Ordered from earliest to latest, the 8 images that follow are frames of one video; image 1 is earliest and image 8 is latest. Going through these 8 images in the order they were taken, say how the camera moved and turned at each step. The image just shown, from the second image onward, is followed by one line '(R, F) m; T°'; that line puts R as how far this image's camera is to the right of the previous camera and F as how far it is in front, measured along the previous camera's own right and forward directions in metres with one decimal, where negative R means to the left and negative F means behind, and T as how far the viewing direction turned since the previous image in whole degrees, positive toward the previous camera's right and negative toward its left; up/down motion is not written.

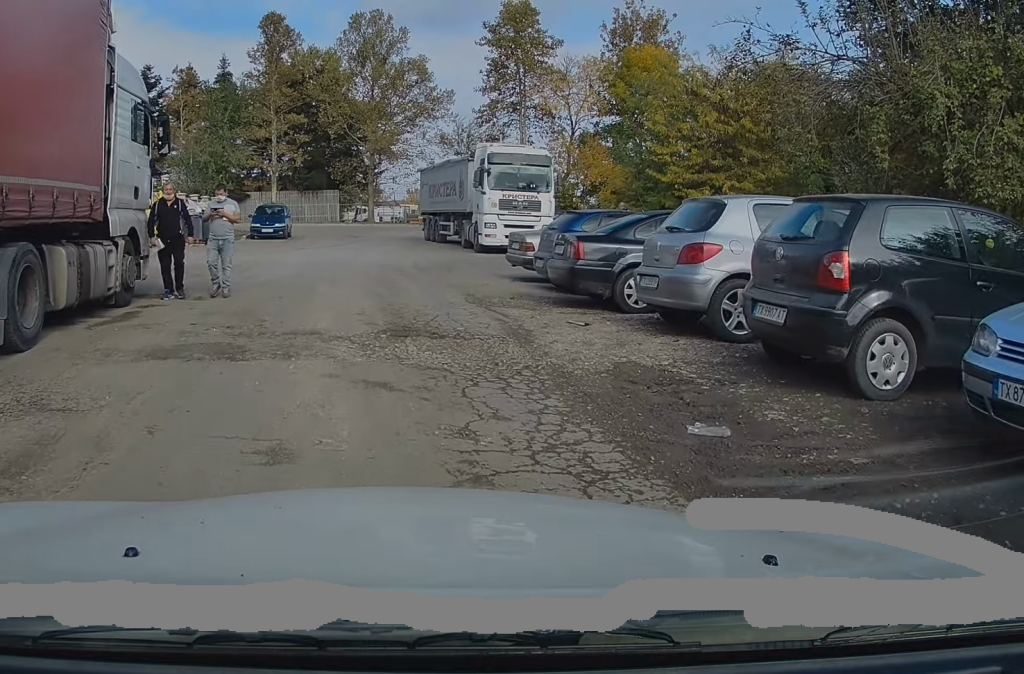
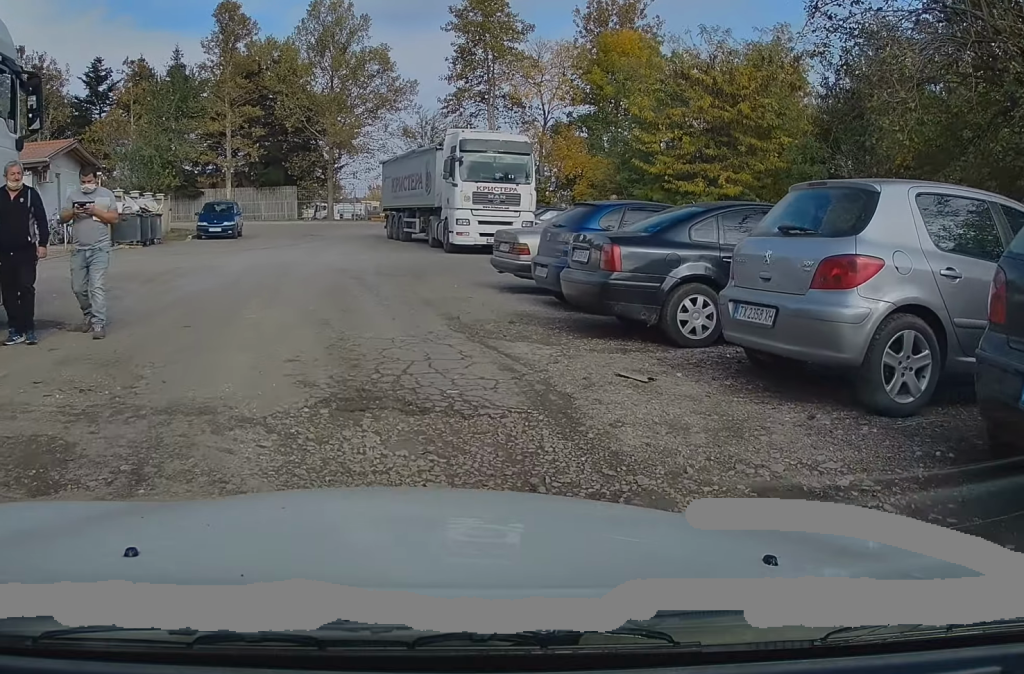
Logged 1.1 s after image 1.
(-0.1, +3.5) m; -1°
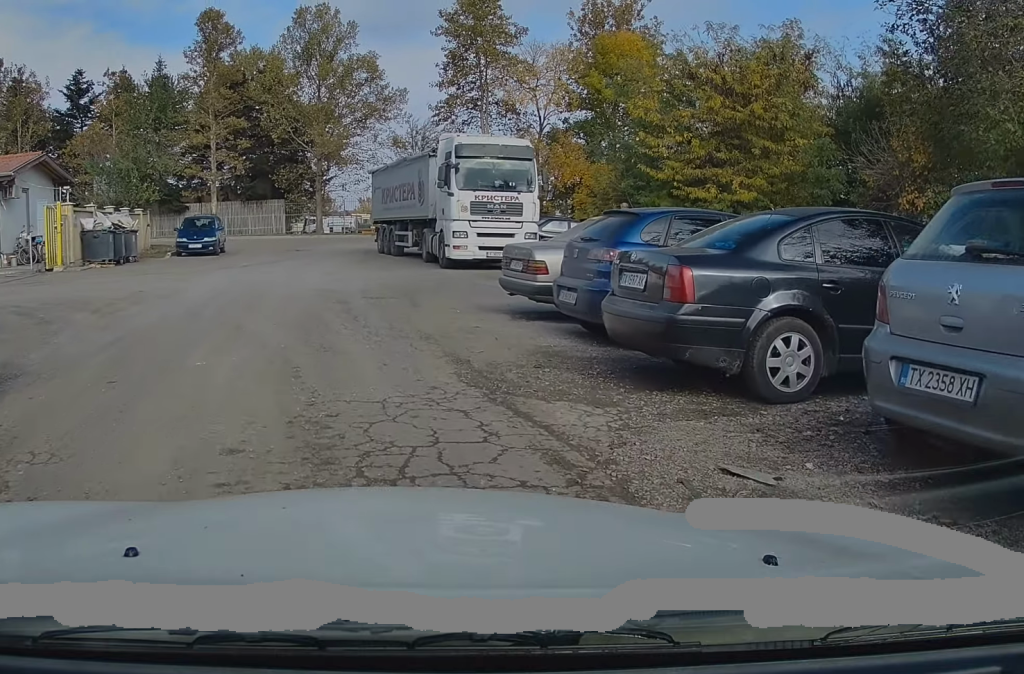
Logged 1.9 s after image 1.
(0.0, +2.1) m; +2°
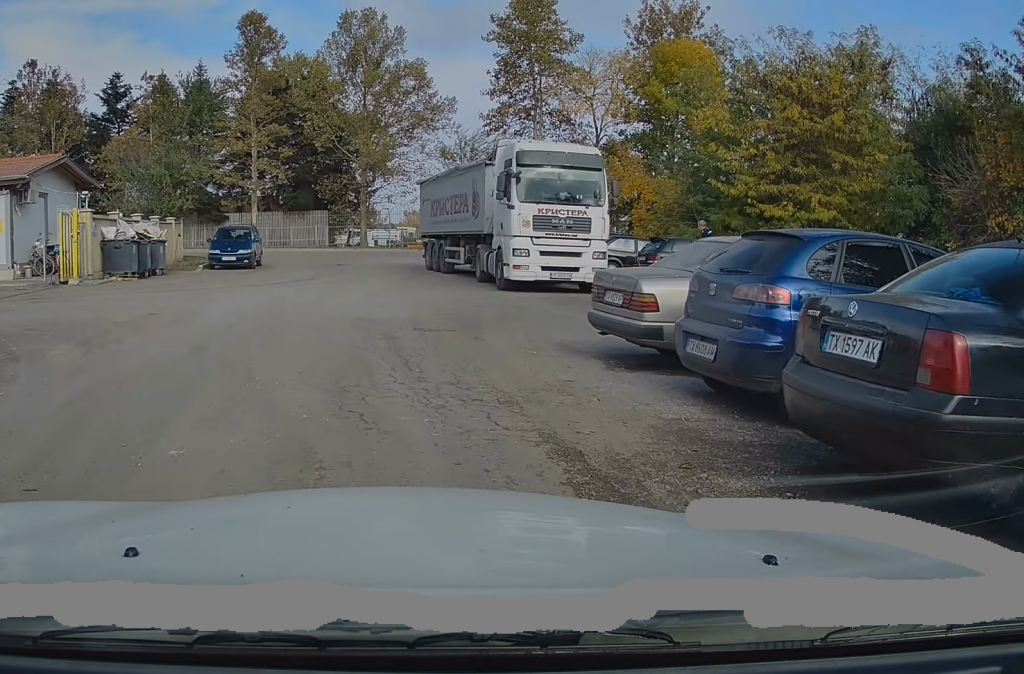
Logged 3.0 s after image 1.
(+0.1, +2.6) m; 0°
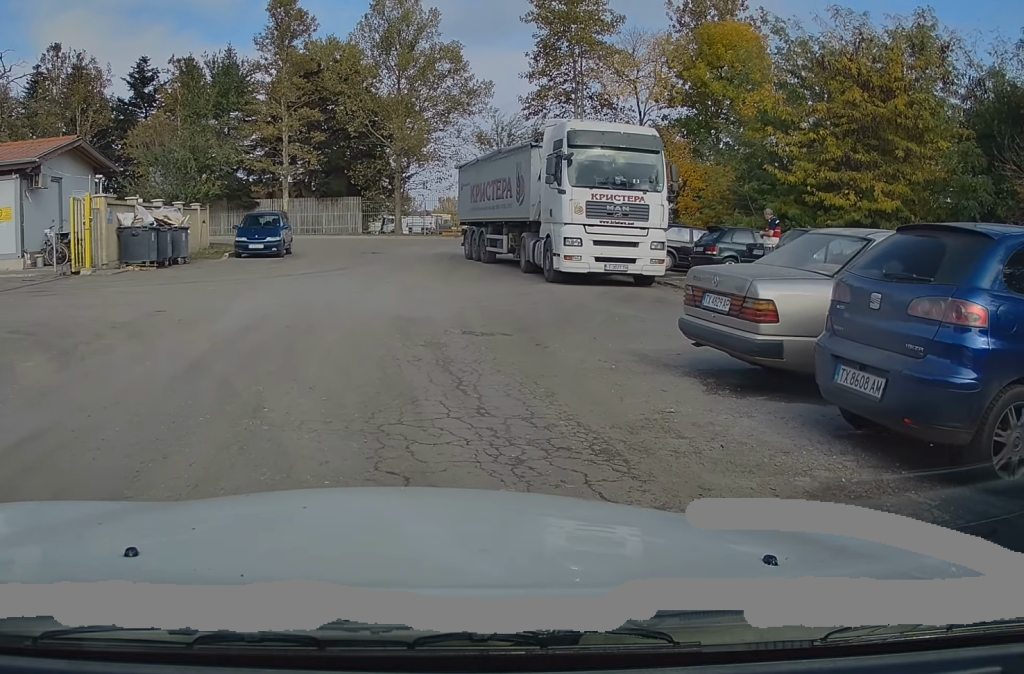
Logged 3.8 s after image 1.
(-0.1, +1.9) m; -7°
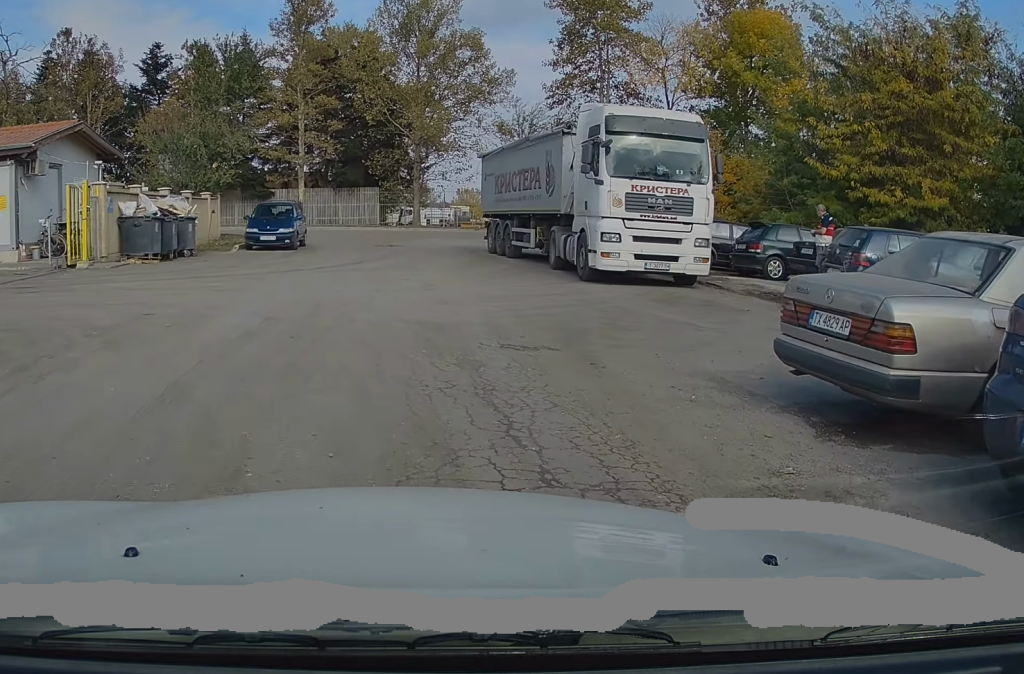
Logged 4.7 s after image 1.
(-0.1, +1.7) m; -6°
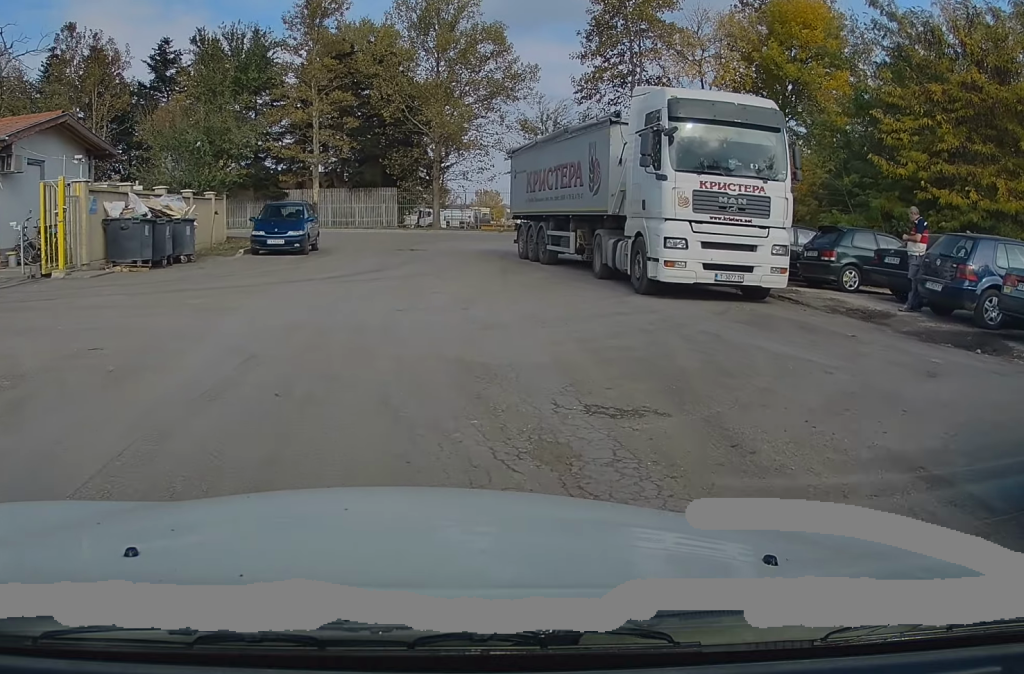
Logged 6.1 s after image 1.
(0.0, +3.1) m; +3°
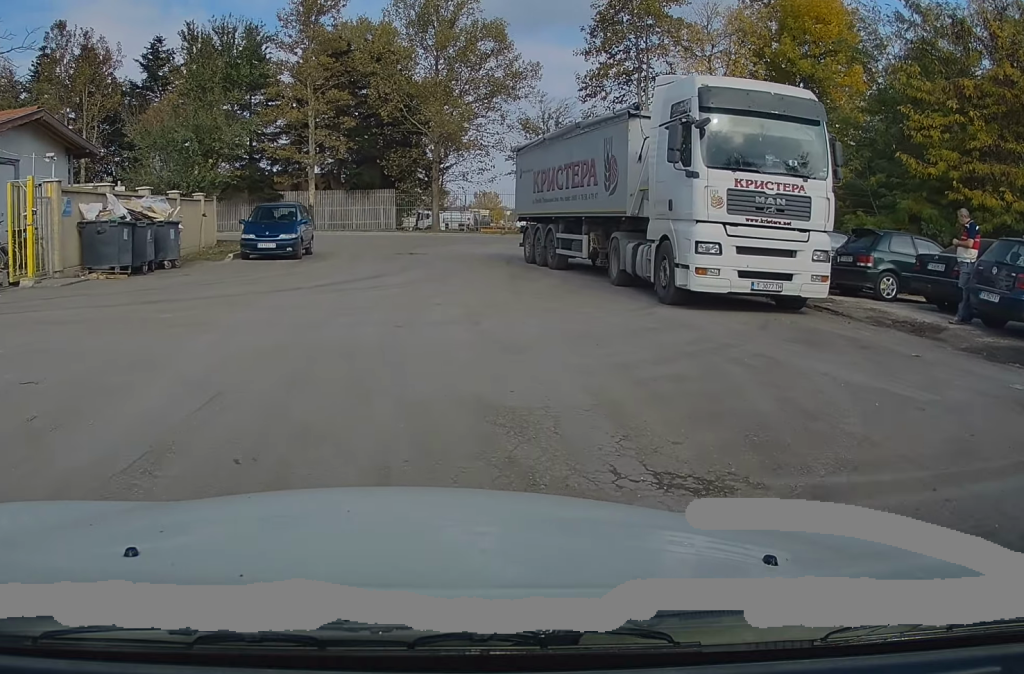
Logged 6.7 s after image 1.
(0.0, +1.7) m; +2°
